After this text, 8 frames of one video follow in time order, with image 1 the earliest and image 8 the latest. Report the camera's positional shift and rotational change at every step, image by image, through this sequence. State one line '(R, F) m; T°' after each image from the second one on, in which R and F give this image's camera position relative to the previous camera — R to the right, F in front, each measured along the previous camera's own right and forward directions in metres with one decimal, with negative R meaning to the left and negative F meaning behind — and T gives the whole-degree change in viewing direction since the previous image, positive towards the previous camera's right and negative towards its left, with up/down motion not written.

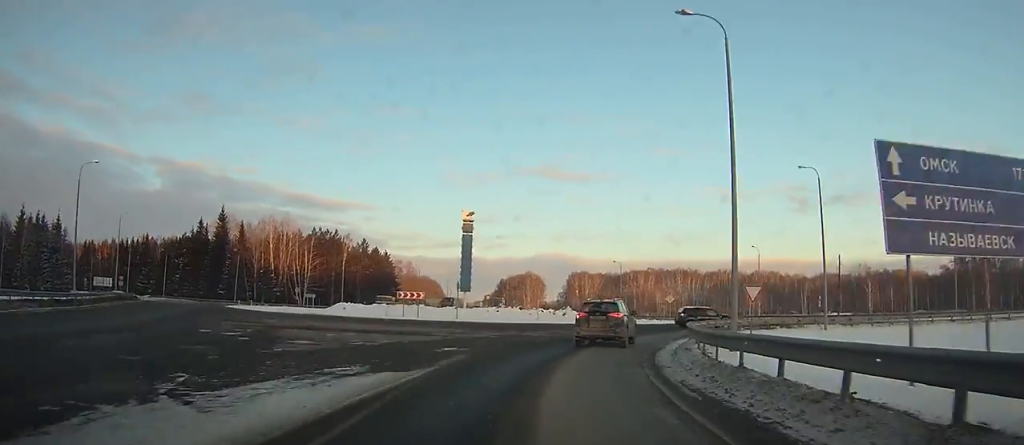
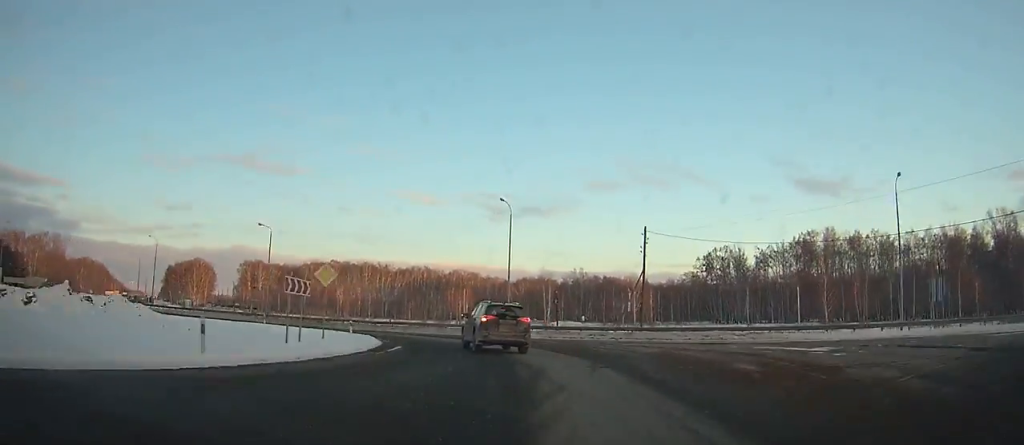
(+6.3, +42.3) m; +15°
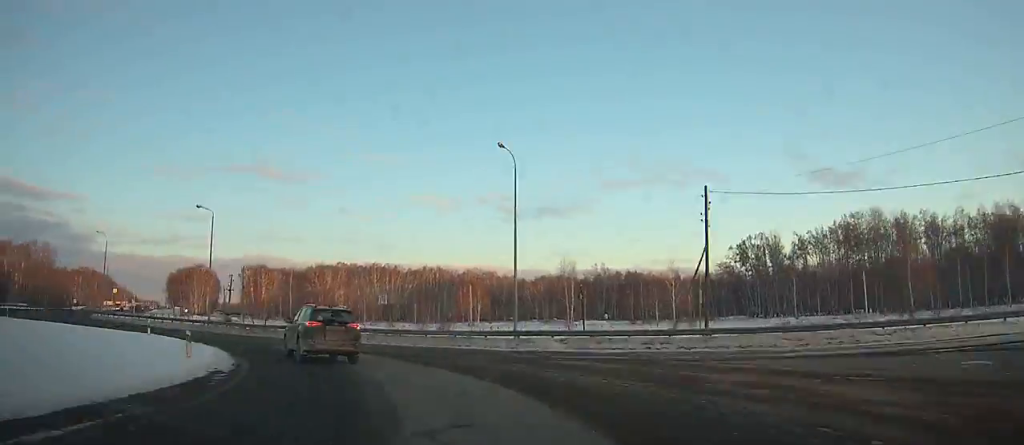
(+0.6, +15.0) m; -6°
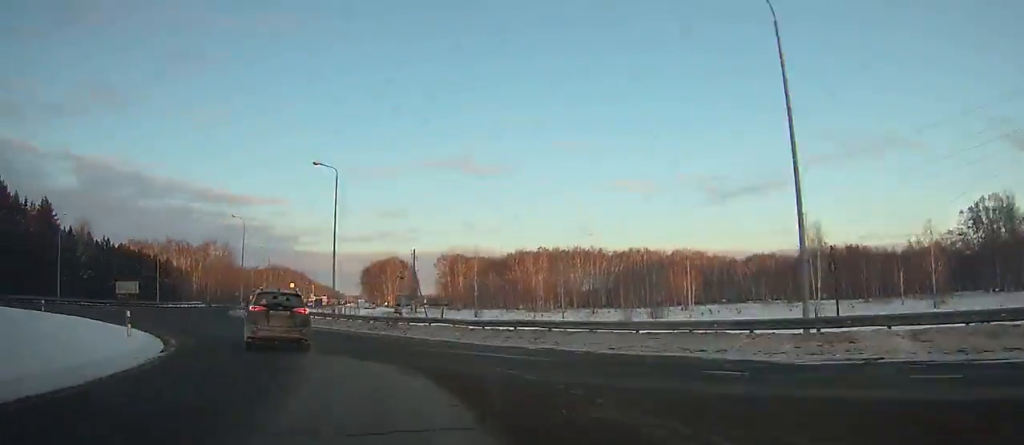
(+2.4, +14.8) m; -10°
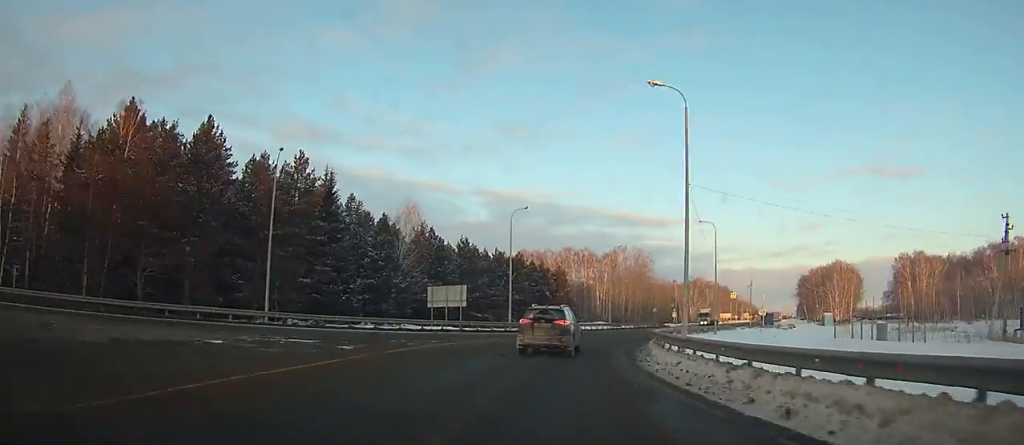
(-16.0, +42.4) m; -27°
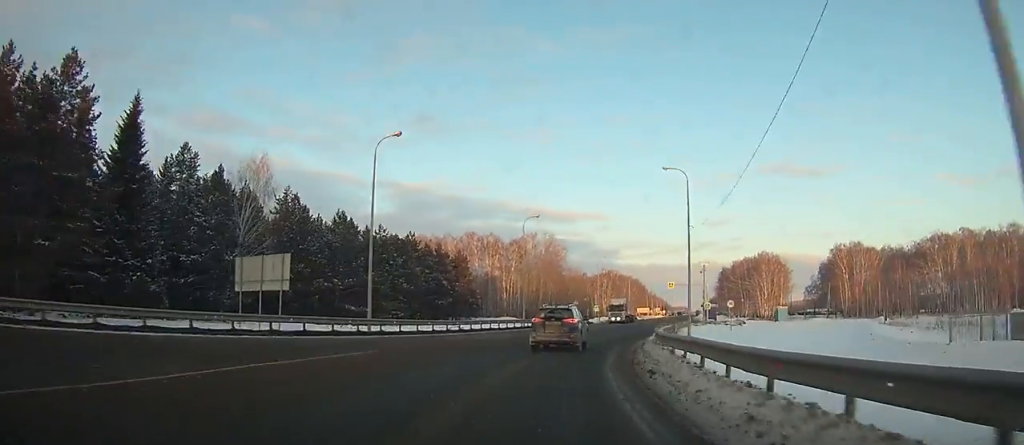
(-0.1, +20.4) m; +4°
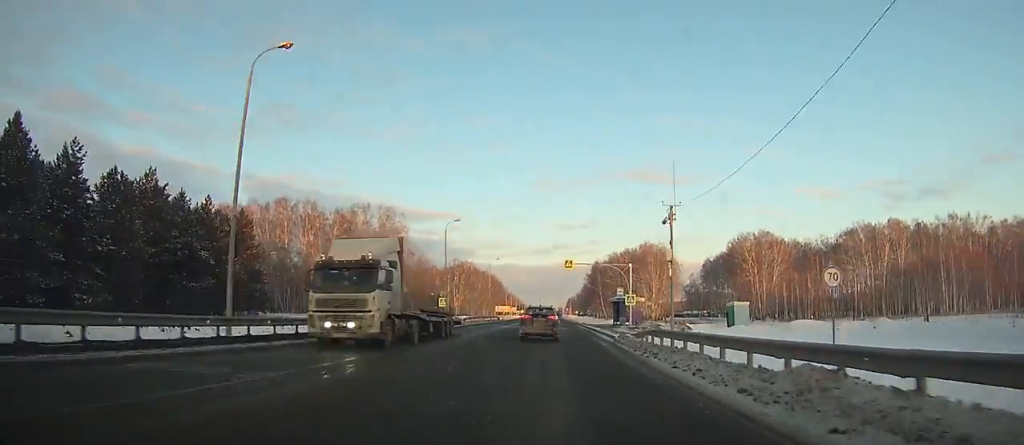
(+2.4, +37.3) m; +8°
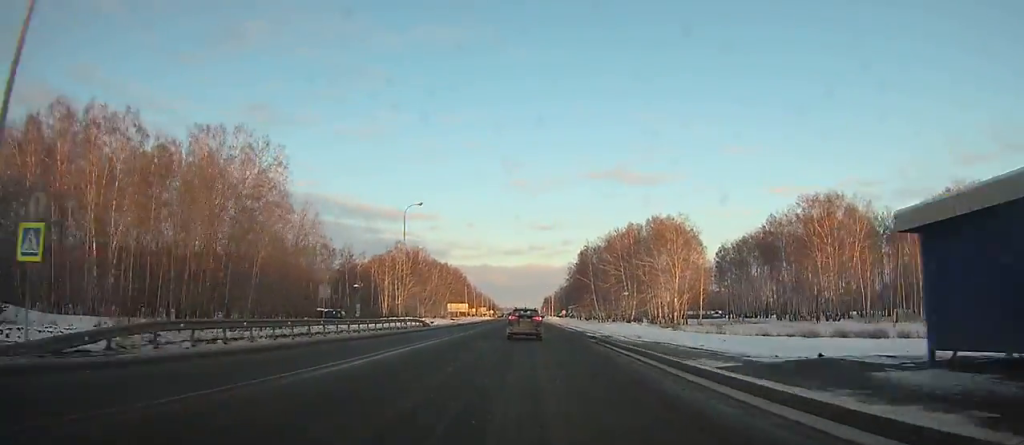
(+4.9, +51.9) m; +7°
